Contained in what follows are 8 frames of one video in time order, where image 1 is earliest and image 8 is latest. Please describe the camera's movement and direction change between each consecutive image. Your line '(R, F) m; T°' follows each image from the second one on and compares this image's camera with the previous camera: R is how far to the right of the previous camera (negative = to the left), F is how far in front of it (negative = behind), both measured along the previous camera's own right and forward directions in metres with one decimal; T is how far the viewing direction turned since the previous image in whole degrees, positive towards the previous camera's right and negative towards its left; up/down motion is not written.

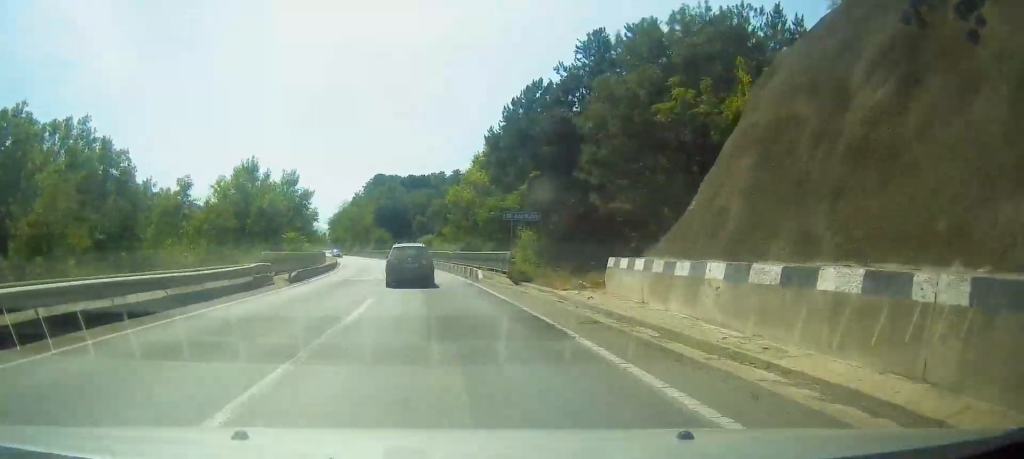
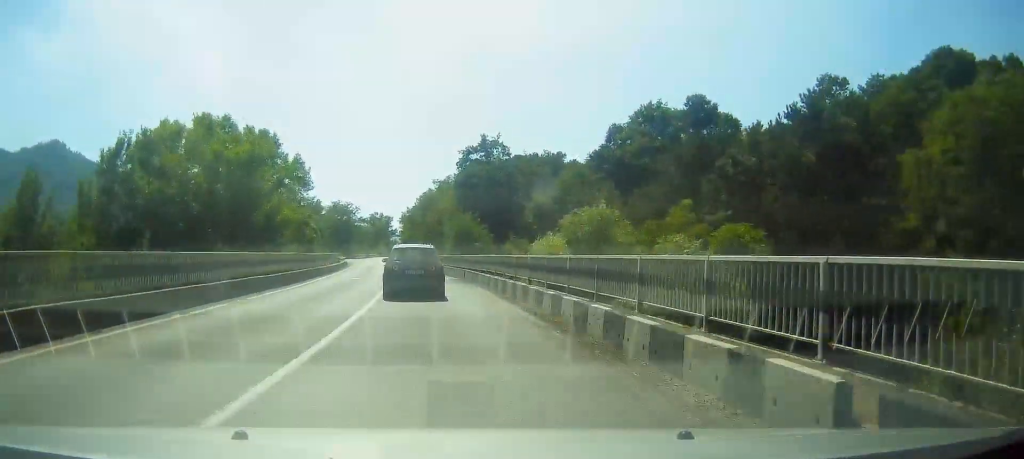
(-4.6, +57.2) m; -9°
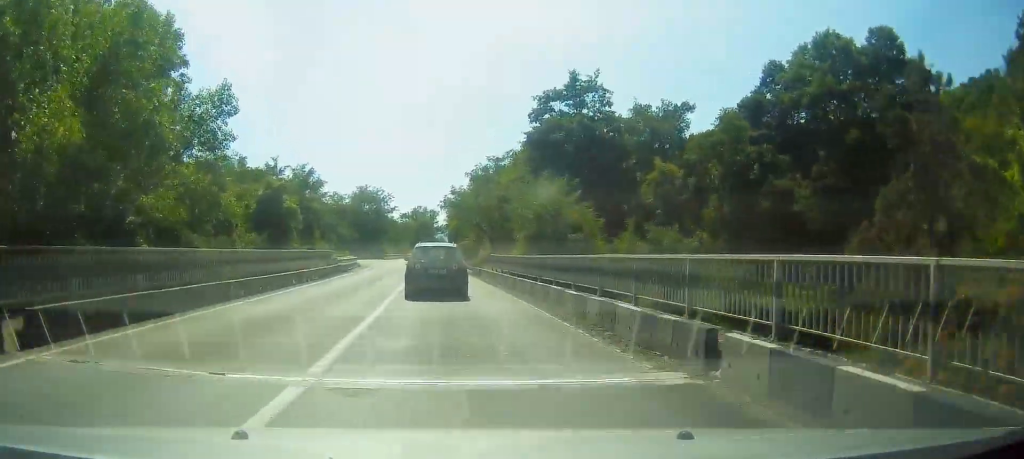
(-0.9, +27.7) m; -2°
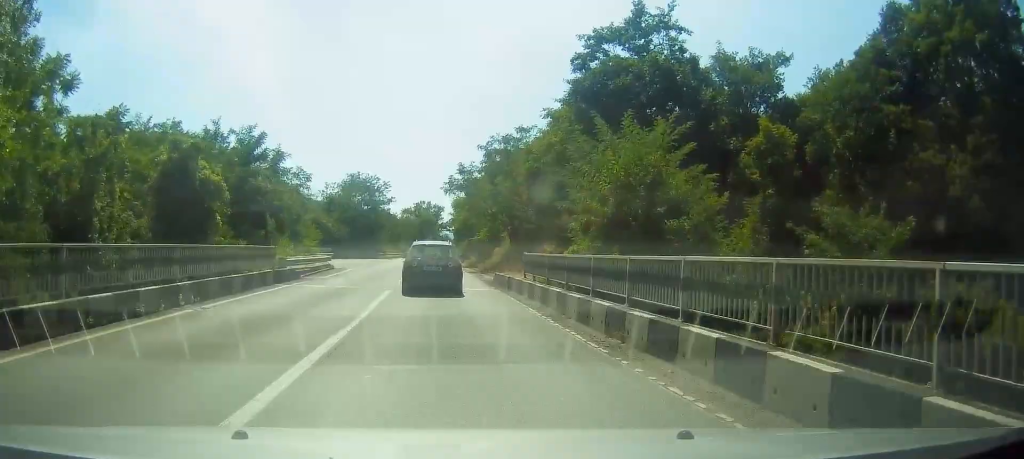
(-0.2, +15.2) m; -1°
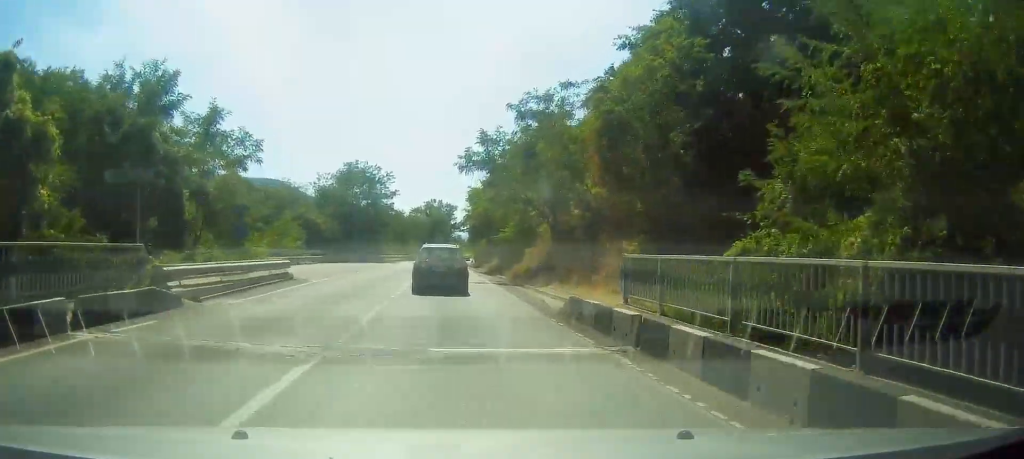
(0.0, +14.0) m; -1°
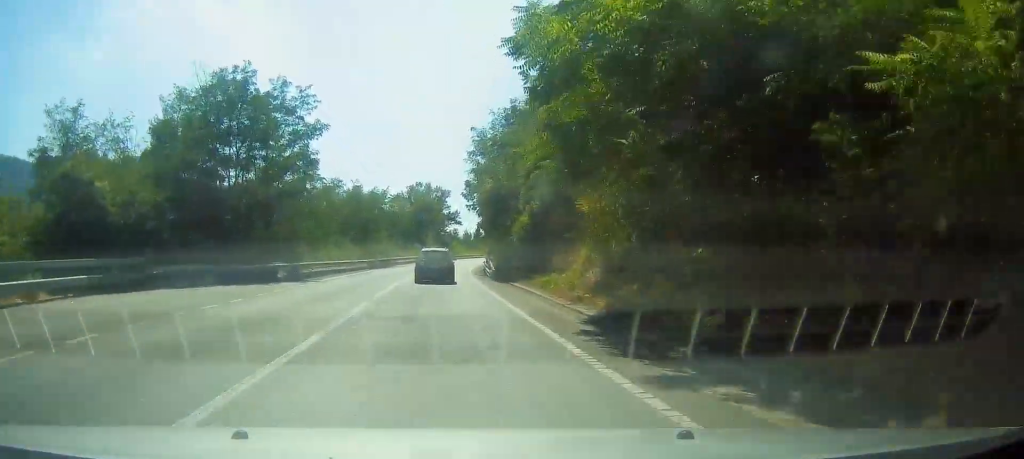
(-1.1, +43.3) m; 0°
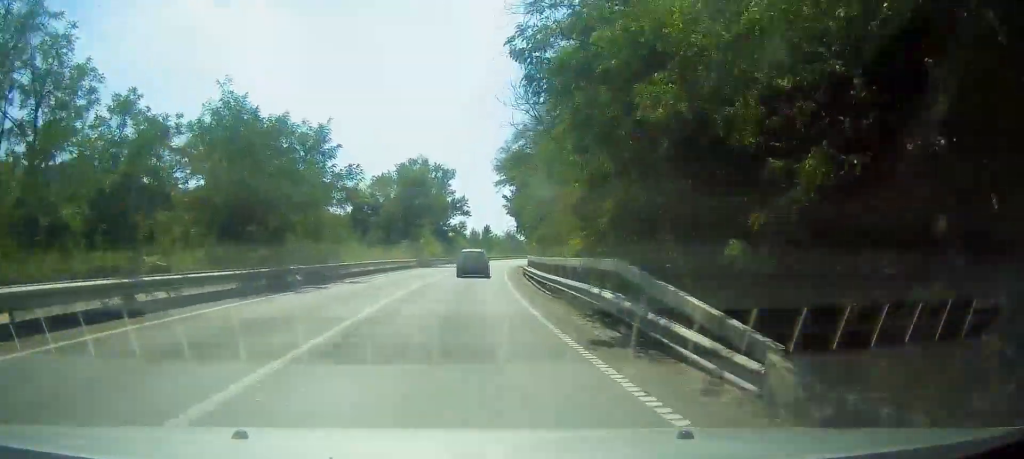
(+1.0, +34.7) m; +3°
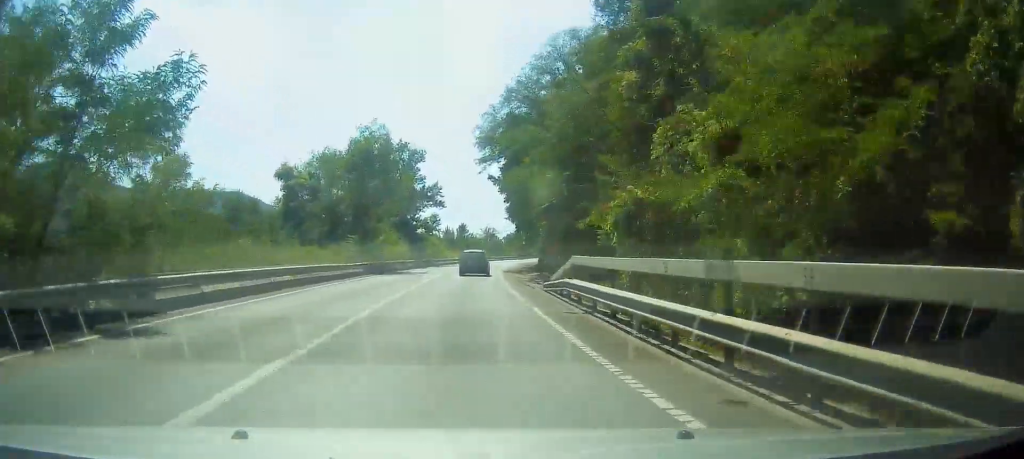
(+0.2, +18.6) m; +1°
